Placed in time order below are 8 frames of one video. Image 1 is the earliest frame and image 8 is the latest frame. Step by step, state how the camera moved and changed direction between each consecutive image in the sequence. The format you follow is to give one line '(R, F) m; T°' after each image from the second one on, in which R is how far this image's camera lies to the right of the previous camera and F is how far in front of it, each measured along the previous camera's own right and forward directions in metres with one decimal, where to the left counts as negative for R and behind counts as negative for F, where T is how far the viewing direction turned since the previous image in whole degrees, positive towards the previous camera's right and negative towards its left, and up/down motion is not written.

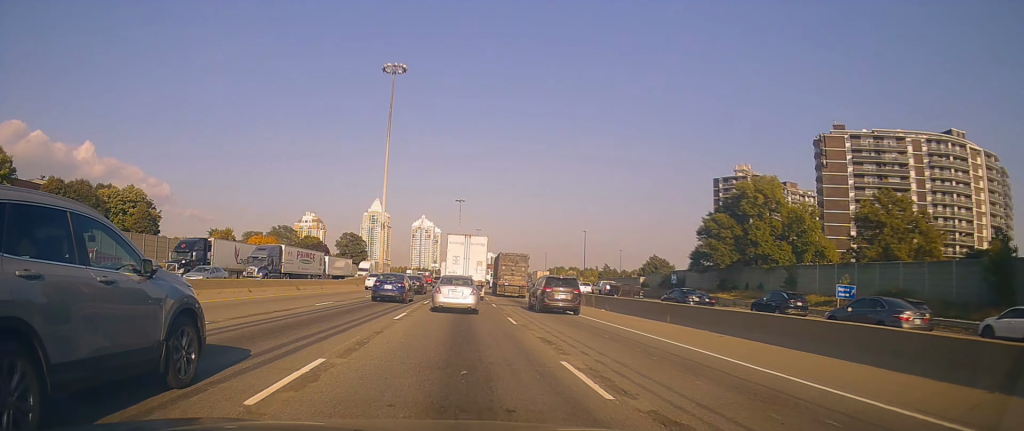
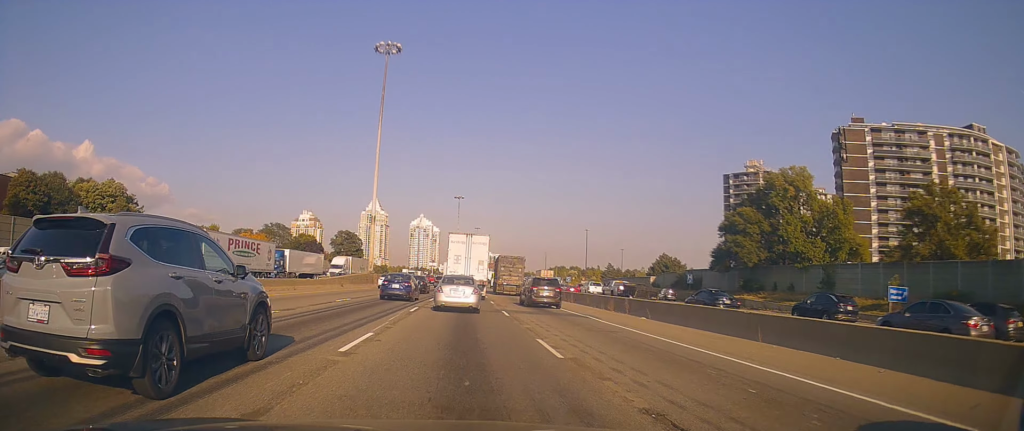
(+0.3, +7.9) m; +2°
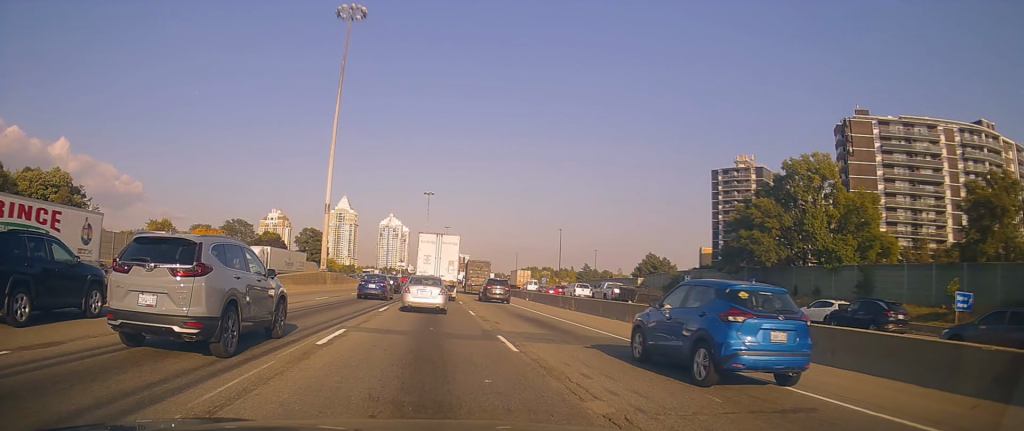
(0.0, +10.8) m; +2°
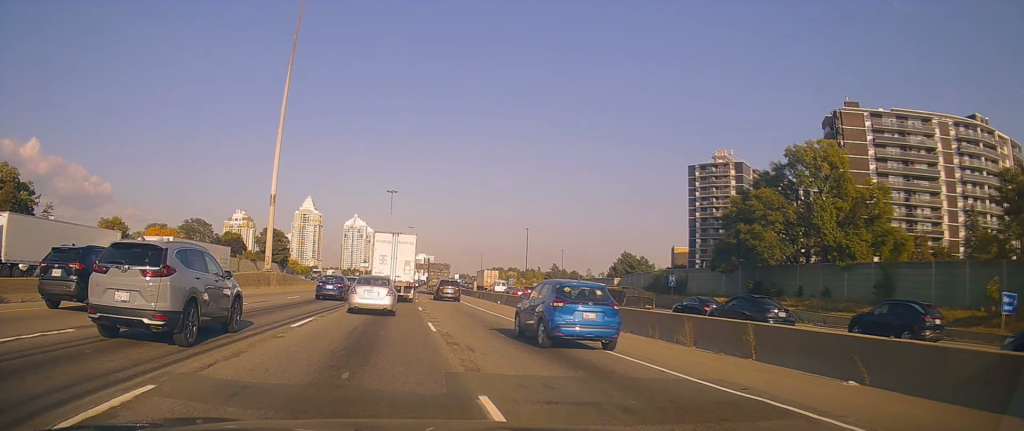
(+0.4, +7.6) m; +3°
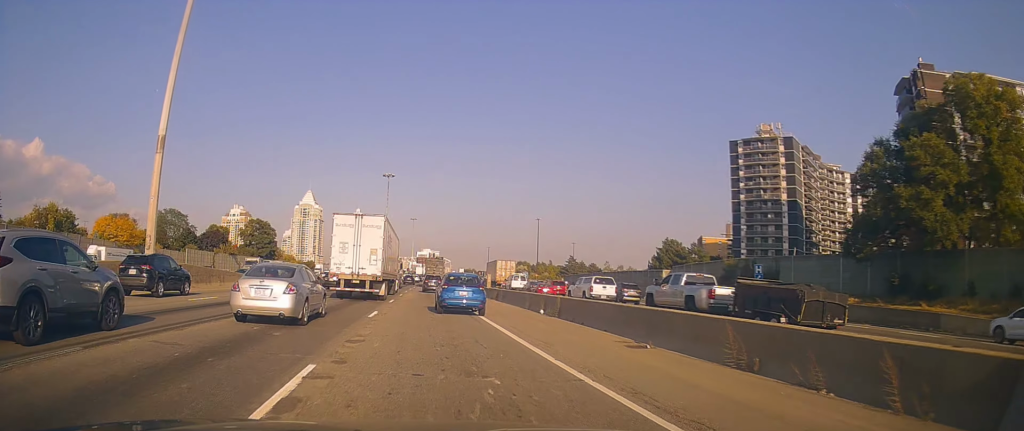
(+0.3, +21.8) m; -1°
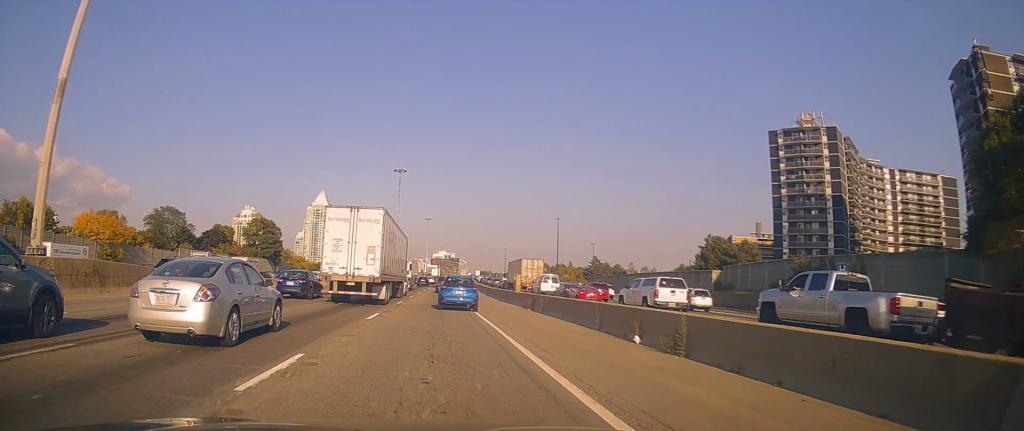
(-0.2, +11.5) m; 0°
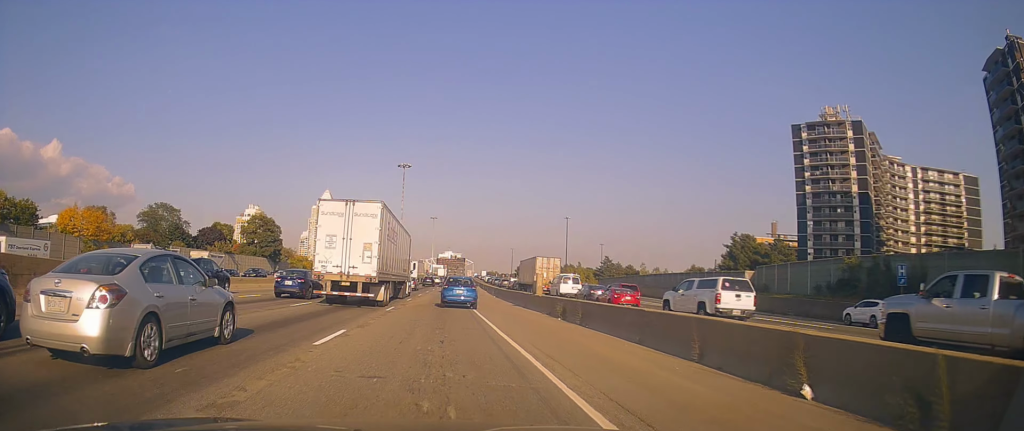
(0.0, +6.9) m; 0°
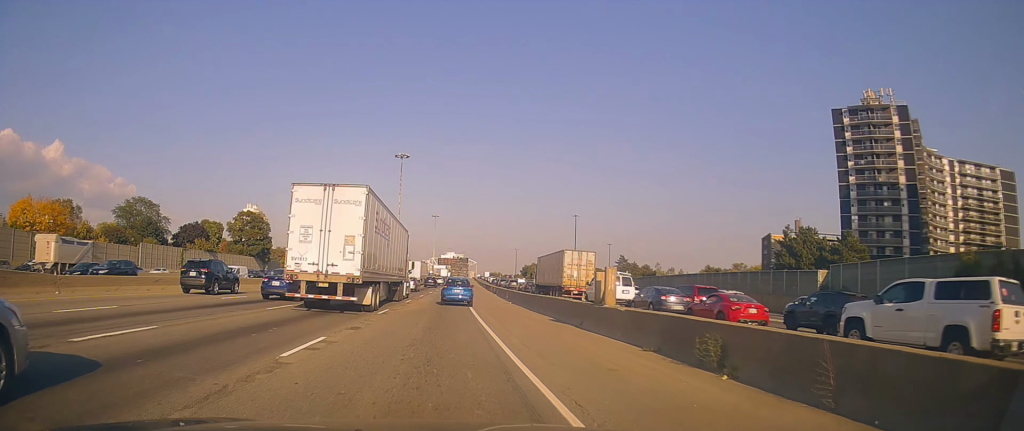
(+0.2, +13.6) m; +1°
